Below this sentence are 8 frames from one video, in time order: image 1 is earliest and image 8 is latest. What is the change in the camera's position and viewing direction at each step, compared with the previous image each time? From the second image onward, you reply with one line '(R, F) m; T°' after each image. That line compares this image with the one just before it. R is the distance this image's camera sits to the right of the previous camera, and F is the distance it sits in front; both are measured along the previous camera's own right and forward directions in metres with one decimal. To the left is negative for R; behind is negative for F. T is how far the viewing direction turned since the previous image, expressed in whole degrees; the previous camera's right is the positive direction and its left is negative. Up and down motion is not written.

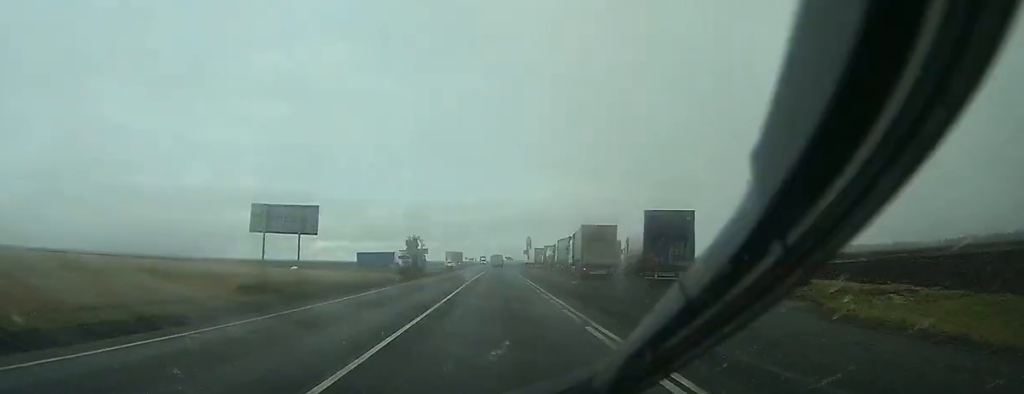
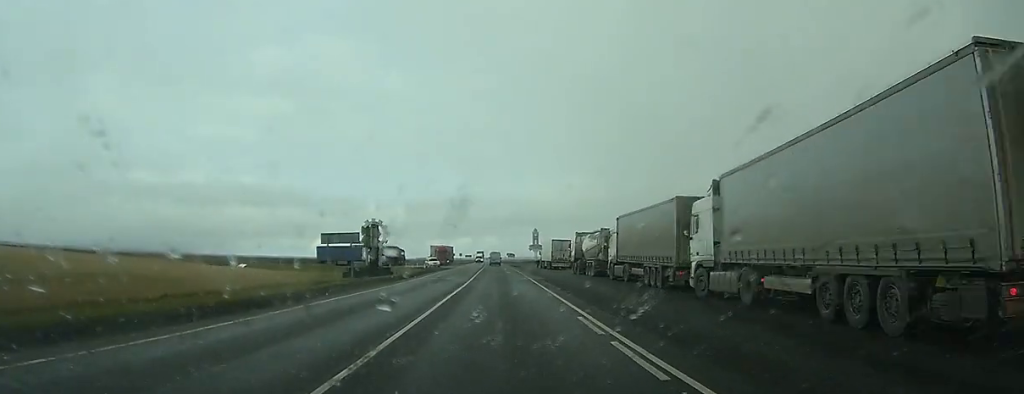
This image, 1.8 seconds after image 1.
(0.0, +30.7) m; 0°
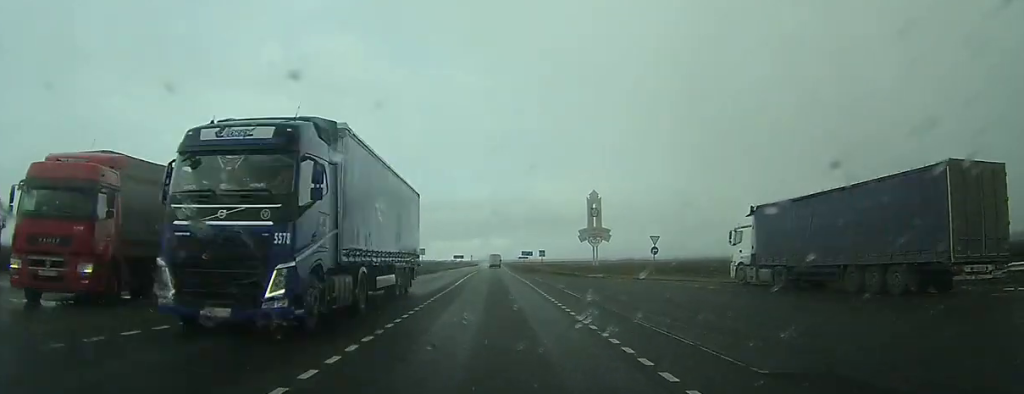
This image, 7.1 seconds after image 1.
(-0.6, +131.8) m; -1°
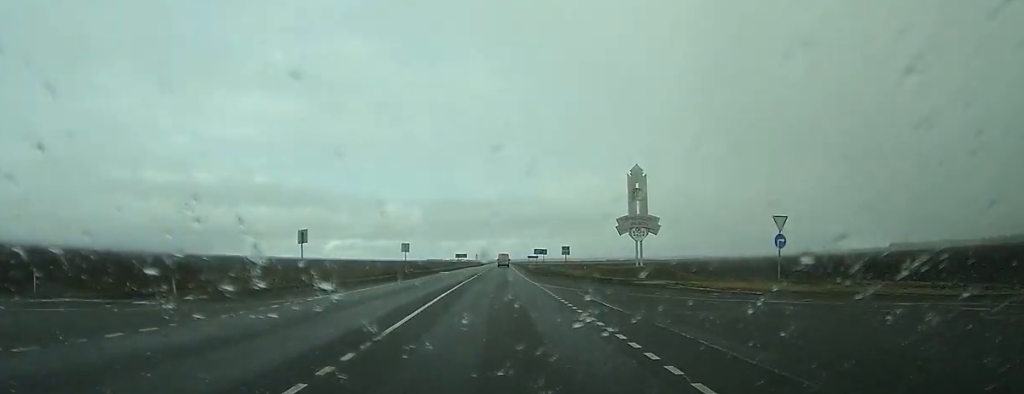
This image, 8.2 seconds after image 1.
(0.0, +28.4) m; 0°
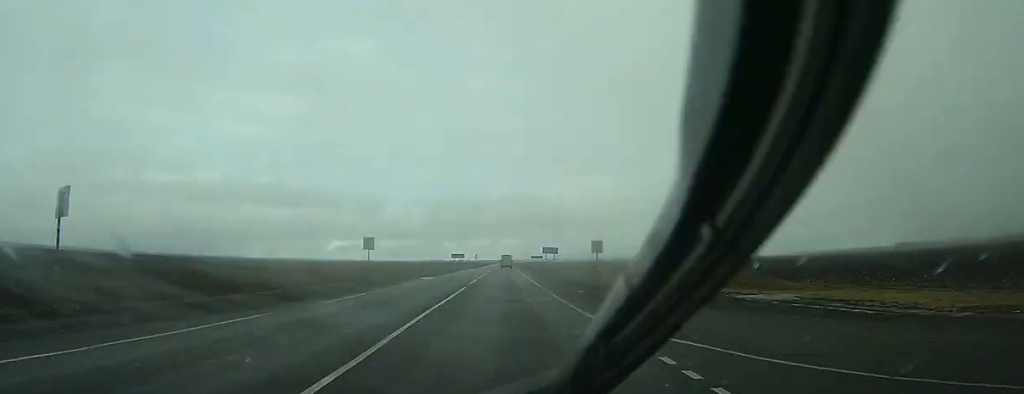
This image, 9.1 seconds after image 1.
(-0.1, +22.9) m; 0°
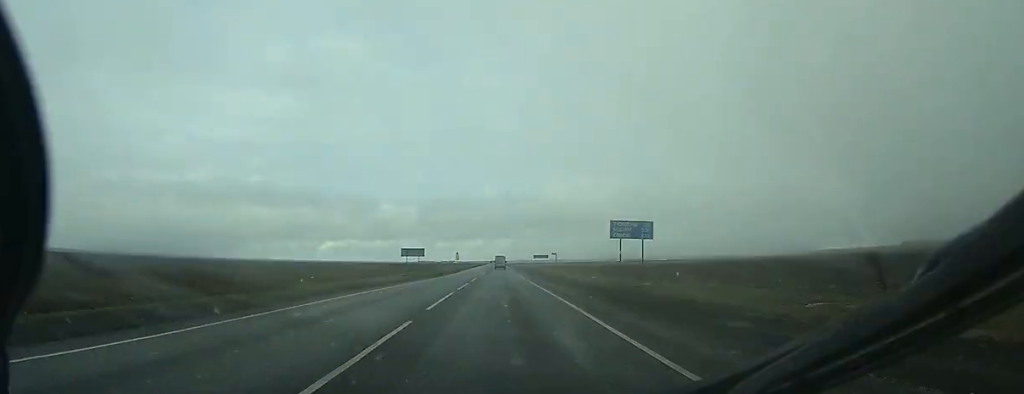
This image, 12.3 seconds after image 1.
(-0.1, +71.1) m; 0°
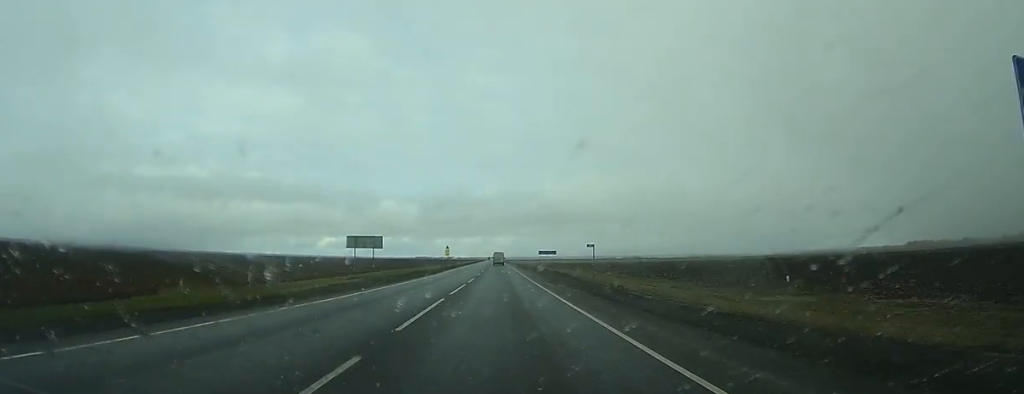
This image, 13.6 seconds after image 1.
(+0.3, +28.0) m; 0°
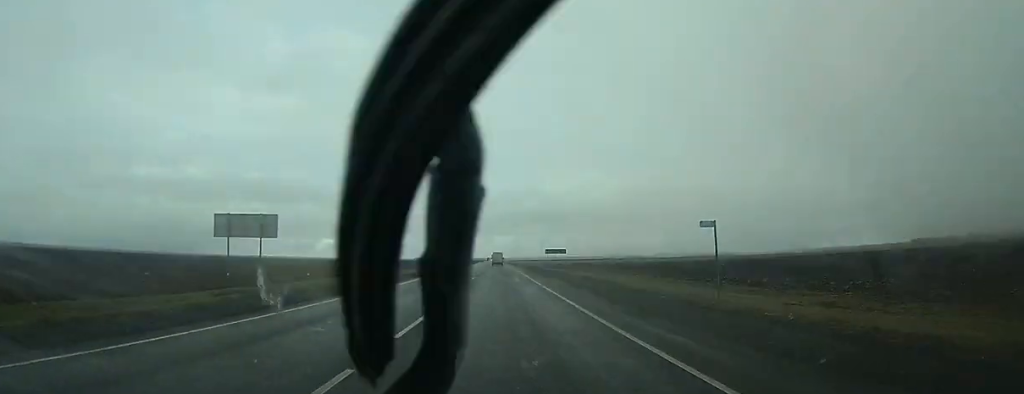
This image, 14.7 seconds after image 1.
(0.0, +23.6) m; 0°
